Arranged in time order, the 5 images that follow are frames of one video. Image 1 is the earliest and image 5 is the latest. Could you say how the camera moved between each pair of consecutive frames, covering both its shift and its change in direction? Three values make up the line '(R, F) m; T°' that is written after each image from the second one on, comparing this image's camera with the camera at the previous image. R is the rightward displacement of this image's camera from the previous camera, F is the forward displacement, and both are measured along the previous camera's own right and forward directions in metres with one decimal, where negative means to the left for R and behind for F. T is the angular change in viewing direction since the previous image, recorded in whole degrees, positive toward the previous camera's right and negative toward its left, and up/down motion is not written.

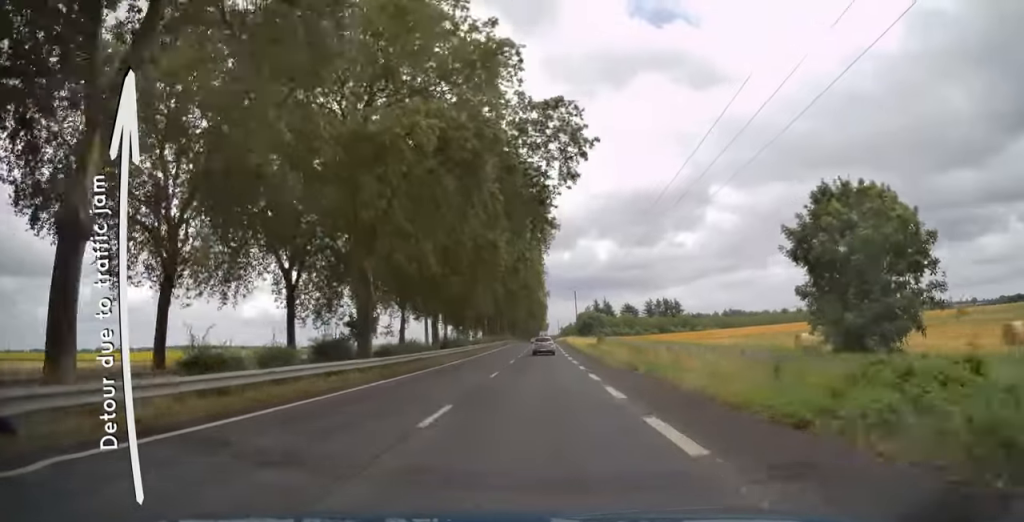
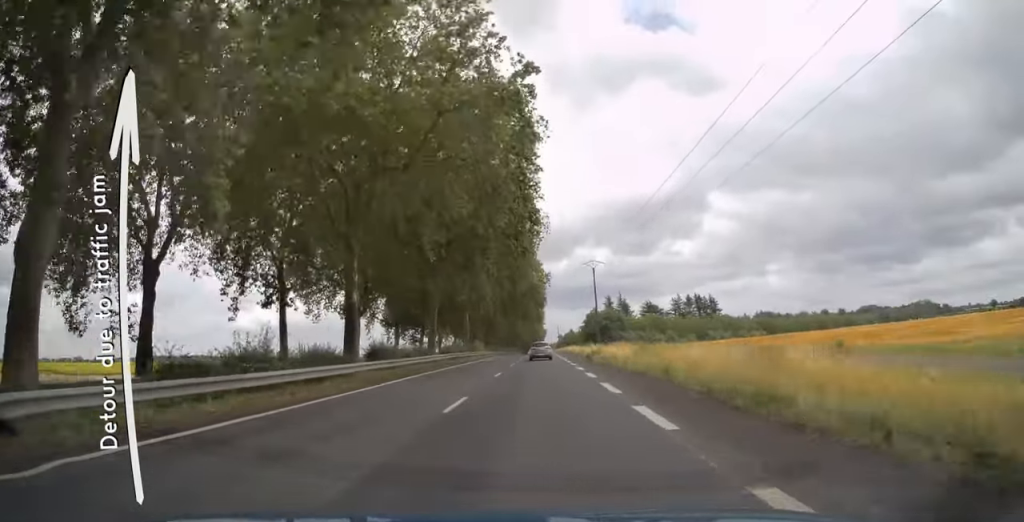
(-0.3, +62.6) m; 0°
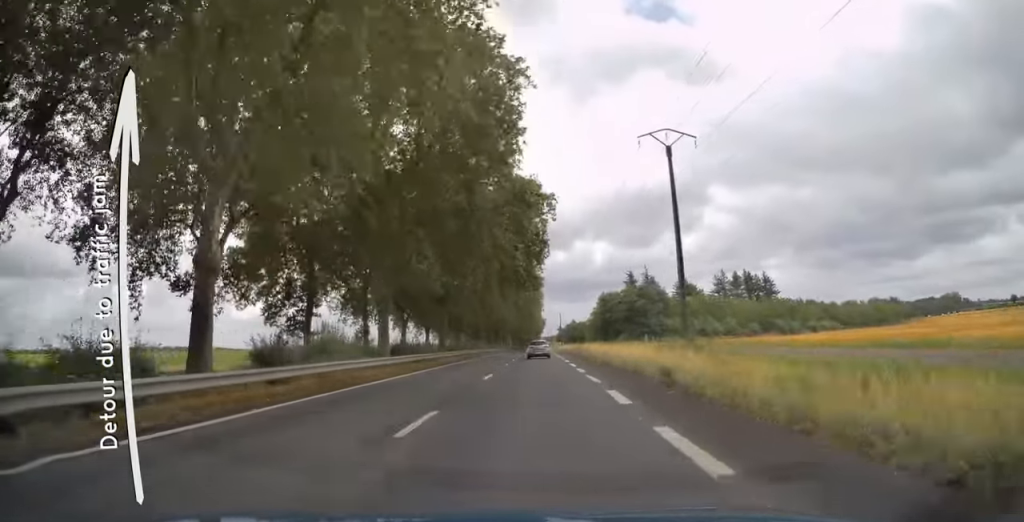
(+0.5, +54.7) m; +1°
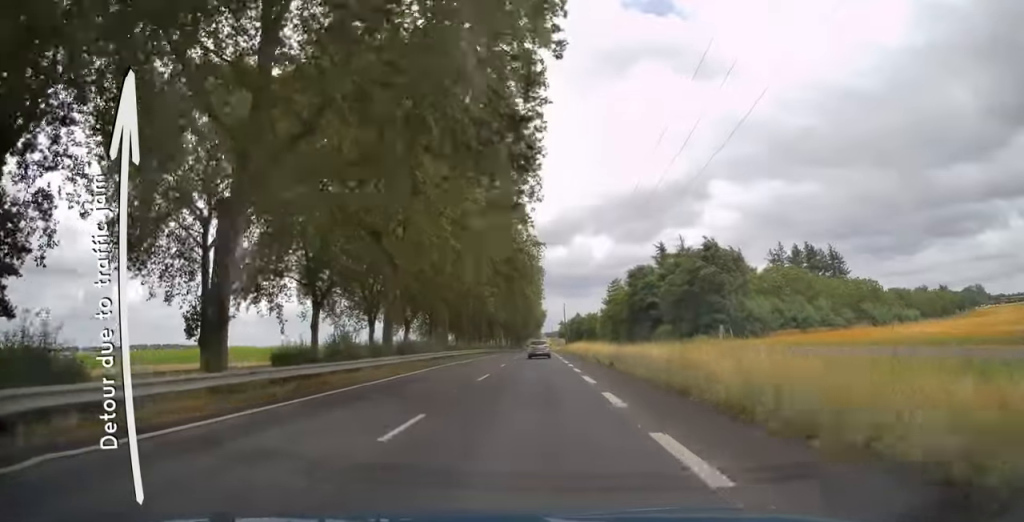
(-0.1, +39.1) m; 0°
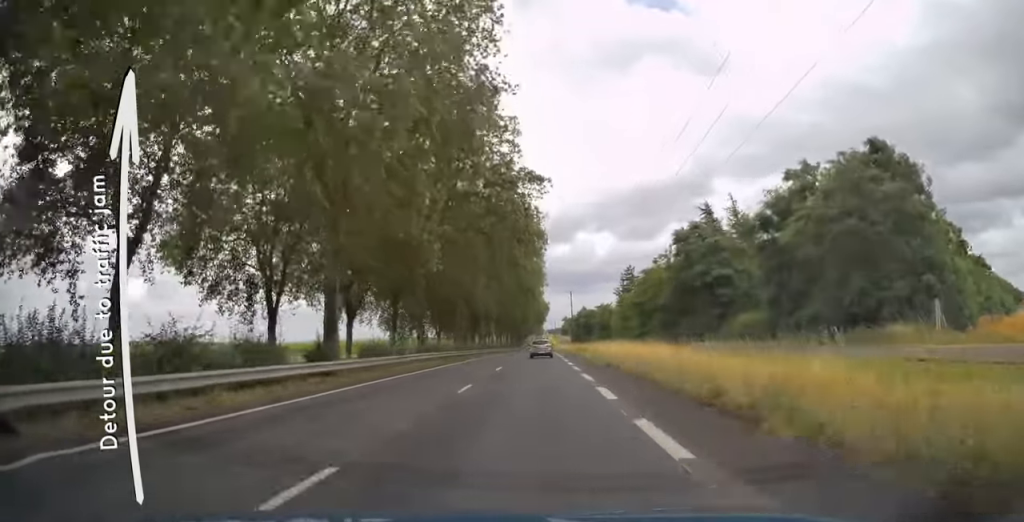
(+0.2, +30.7) m; 0°
